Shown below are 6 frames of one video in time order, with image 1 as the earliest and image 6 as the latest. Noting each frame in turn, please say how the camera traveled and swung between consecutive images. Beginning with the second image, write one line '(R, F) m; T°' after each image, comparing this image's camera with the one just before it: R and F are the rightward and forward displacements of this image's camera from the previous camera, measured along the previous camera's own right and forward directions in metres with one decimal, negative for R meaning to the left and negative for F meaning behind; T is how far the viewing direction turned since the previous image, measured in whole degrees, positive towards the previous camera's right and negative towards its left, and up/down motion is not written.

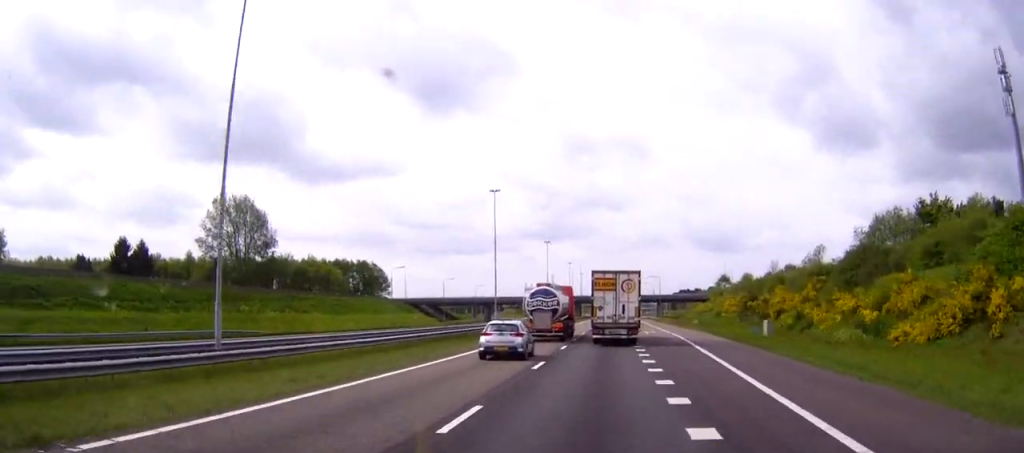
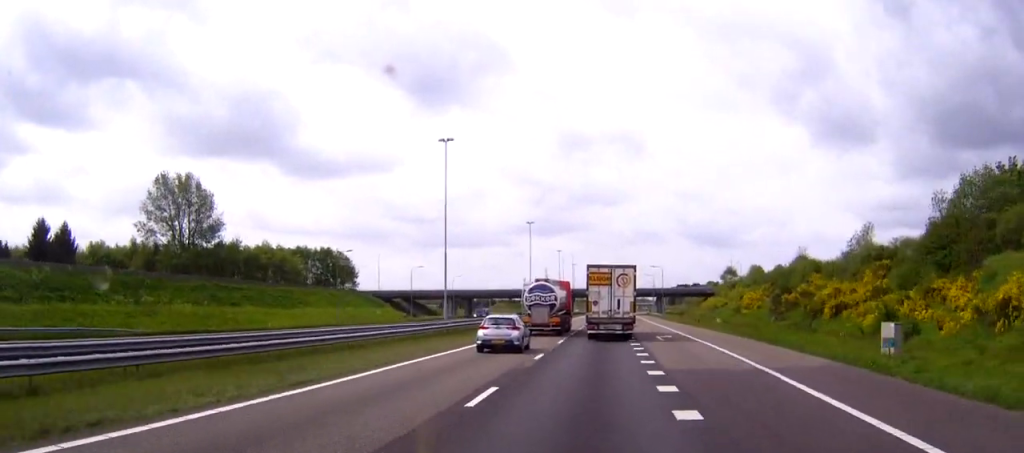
(+0.1, +22.7) m; 0°
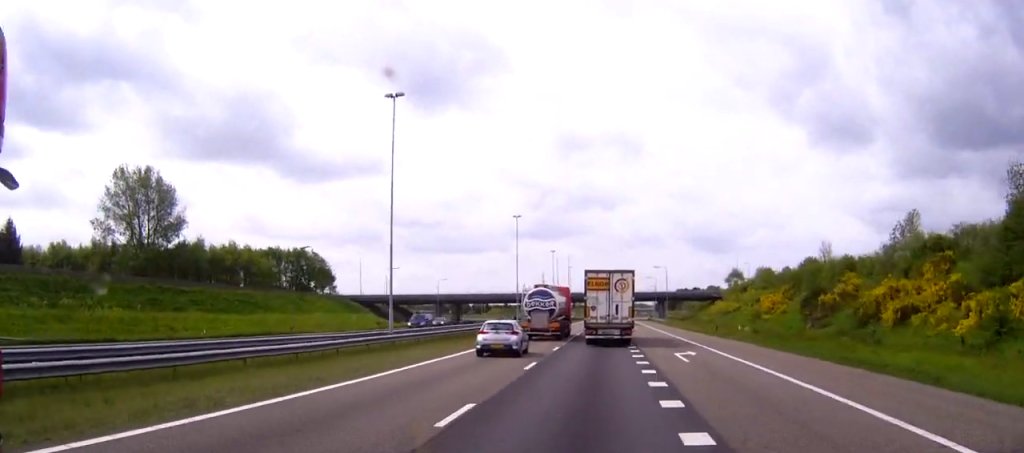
(0.0, +14.1) m; 0°
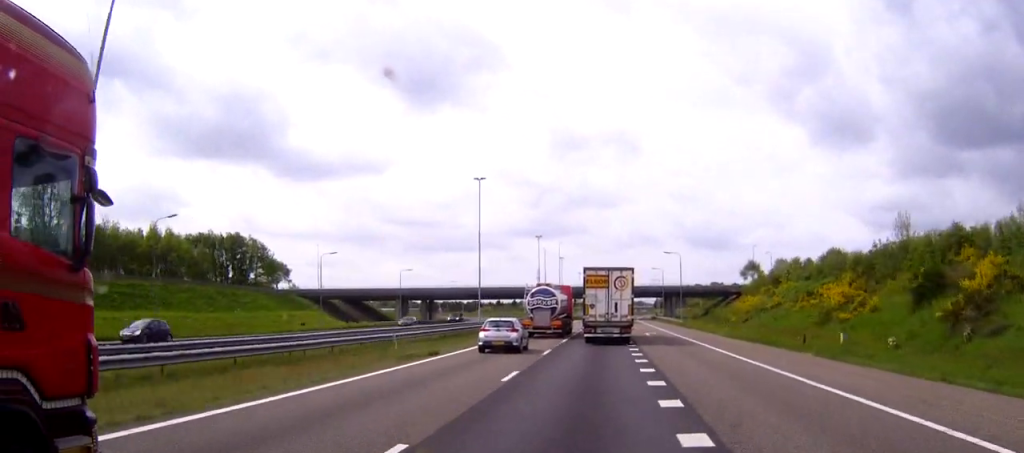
(0.0, +28.3) m; 0°
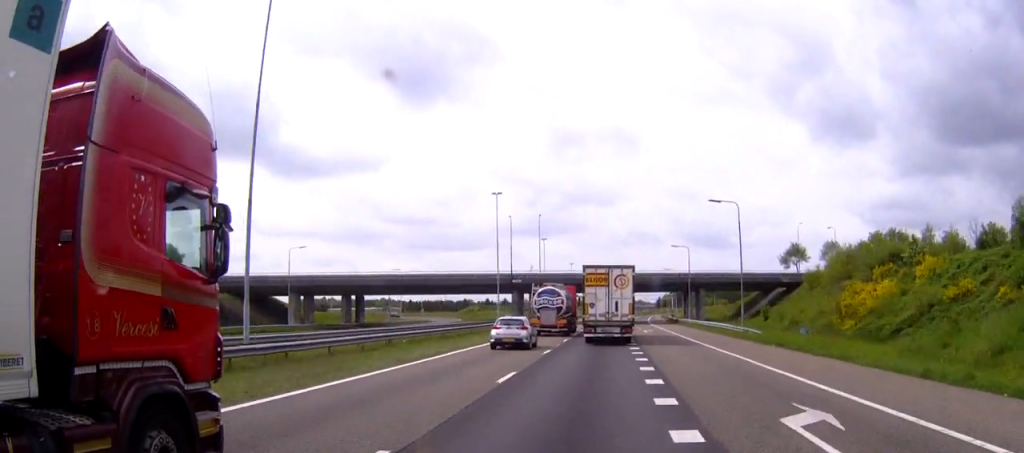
(+0.1, +48.1) m; 0°
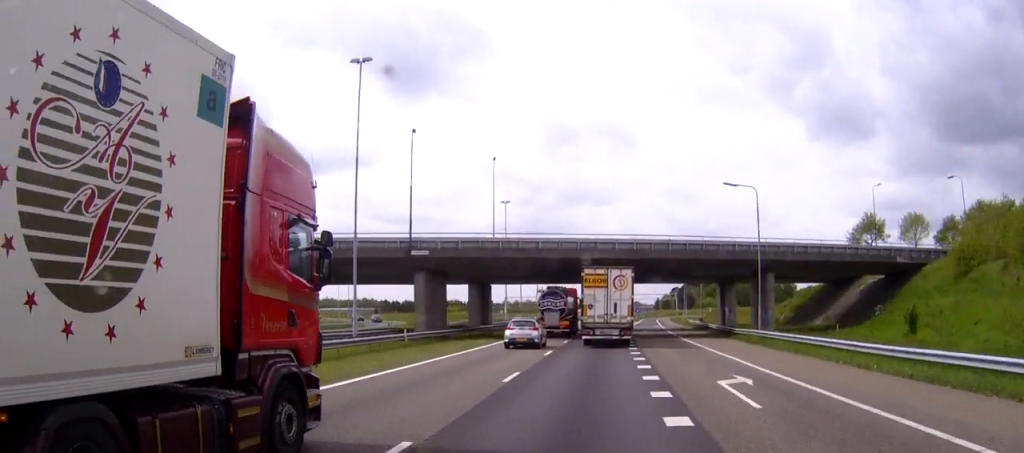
(0.0, +46.8) m; 0°
